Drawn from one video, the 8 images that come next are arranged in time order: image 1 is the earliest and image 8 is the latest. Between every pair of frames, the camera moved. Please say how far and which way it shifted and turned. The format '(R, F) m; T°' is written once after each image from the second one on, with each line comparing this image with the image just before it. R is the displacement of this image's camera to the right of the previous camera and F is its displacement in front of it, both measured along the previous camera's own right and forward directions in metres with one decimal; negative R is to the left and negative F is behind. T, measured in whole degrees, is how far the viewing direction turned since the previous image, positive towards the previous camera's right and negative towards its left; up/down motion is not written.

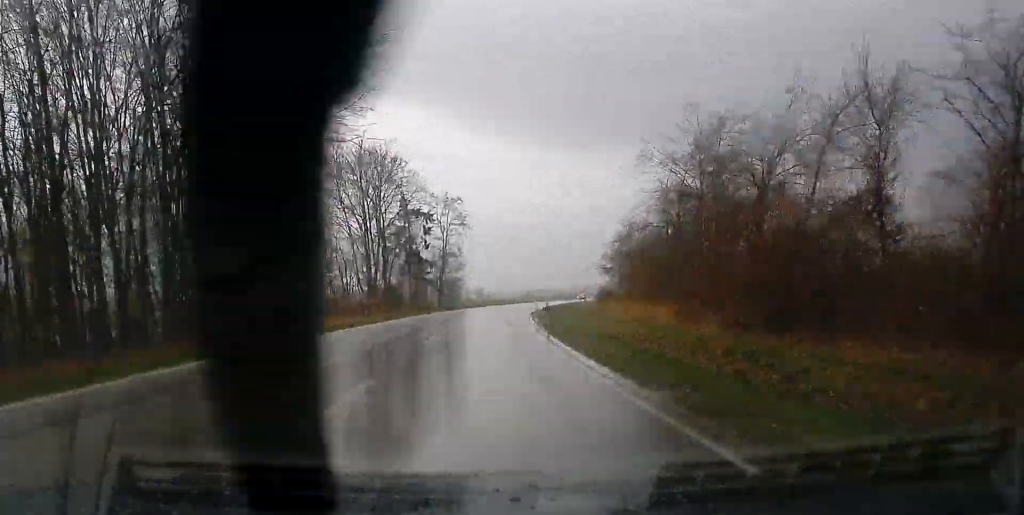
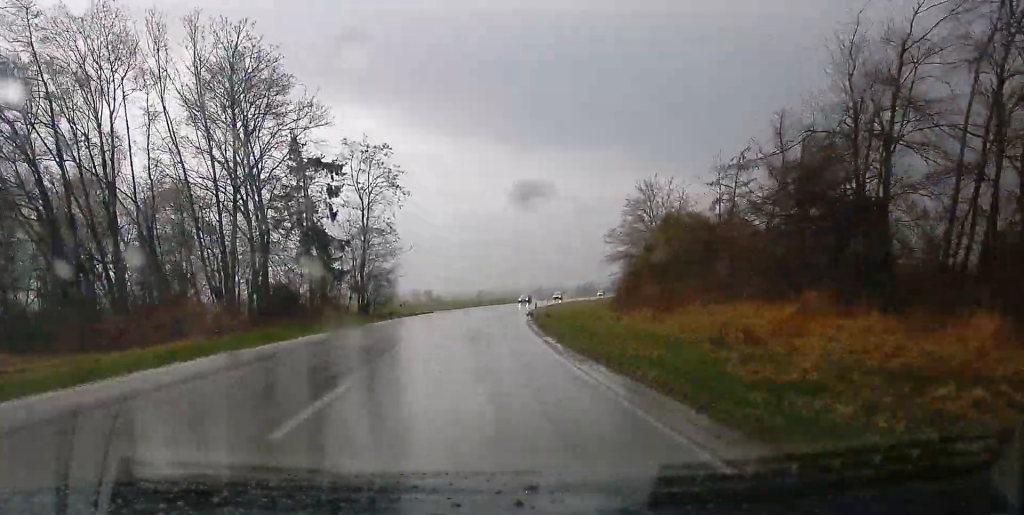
(+0.7, +35.4) m; +3°
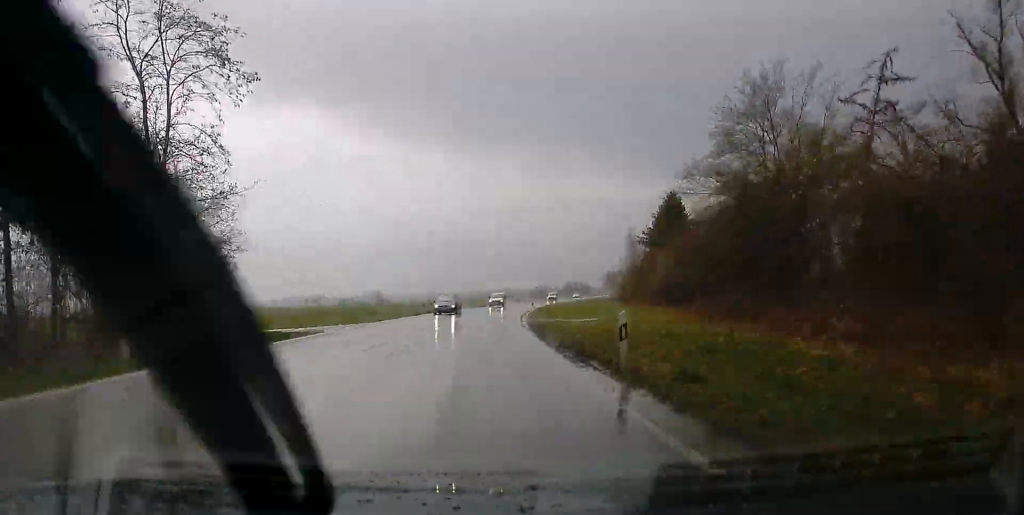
(+1.3, +34.9) m; +3°
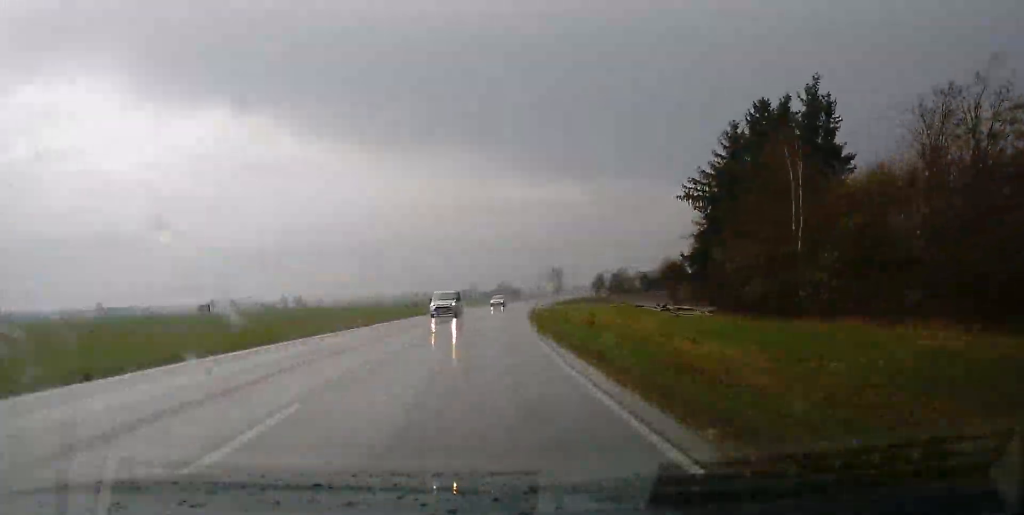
(+2.6, +56.9) m; +6°
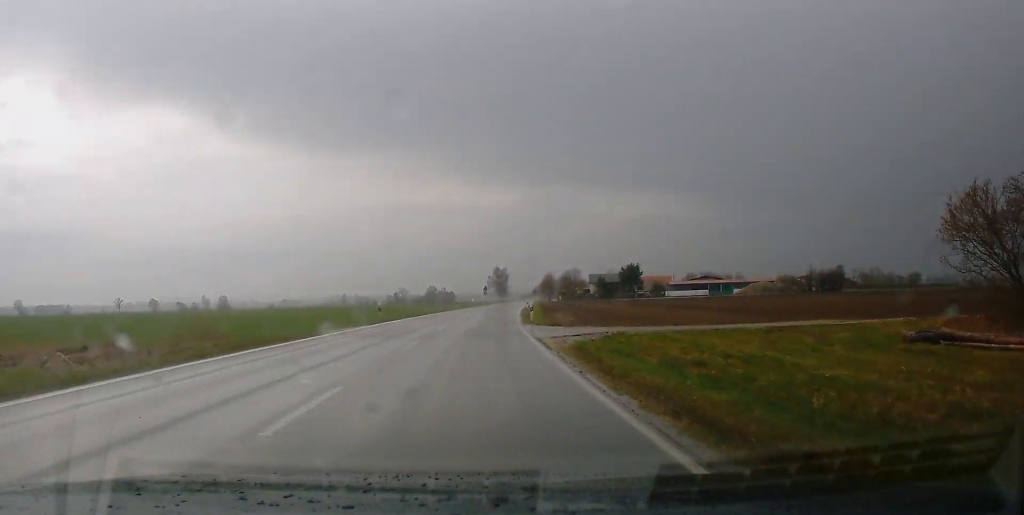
(+2.9, +57.1) m; +5°
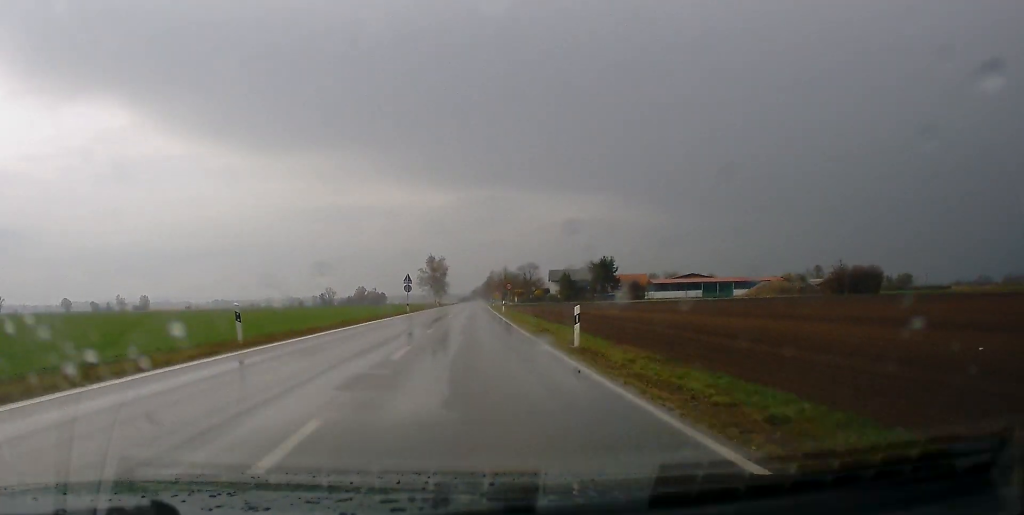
(+2.6, +74.4) m; +3°
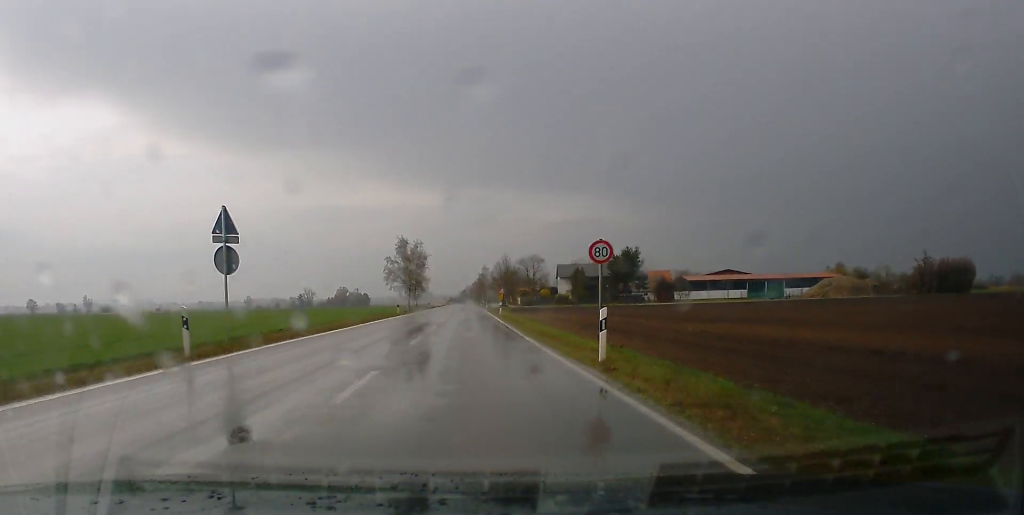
(+0.9, +55.5) m; +1°
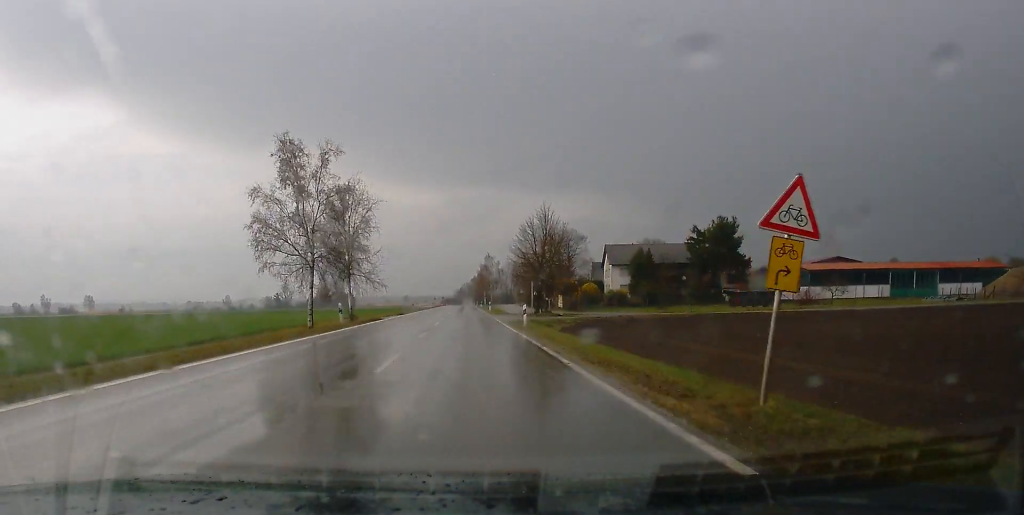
(+0.6, +82.1) m; 0°
